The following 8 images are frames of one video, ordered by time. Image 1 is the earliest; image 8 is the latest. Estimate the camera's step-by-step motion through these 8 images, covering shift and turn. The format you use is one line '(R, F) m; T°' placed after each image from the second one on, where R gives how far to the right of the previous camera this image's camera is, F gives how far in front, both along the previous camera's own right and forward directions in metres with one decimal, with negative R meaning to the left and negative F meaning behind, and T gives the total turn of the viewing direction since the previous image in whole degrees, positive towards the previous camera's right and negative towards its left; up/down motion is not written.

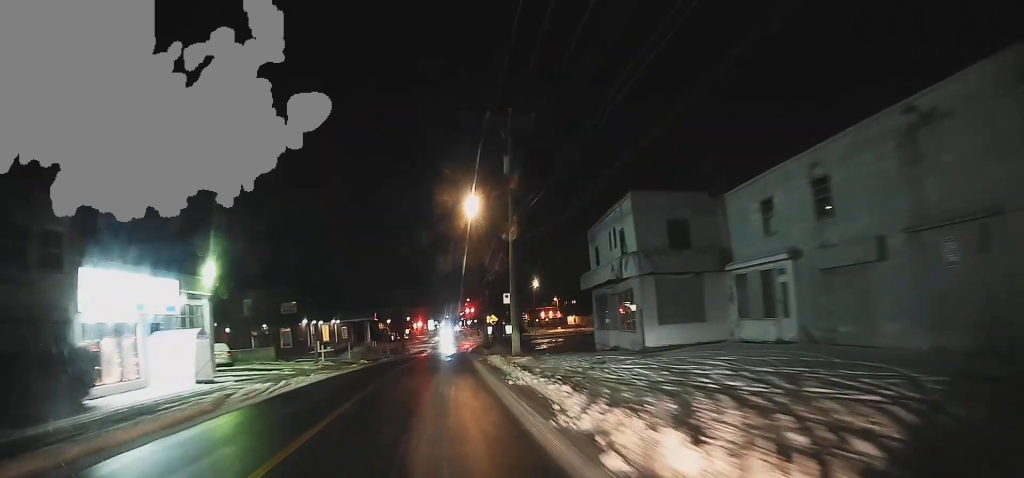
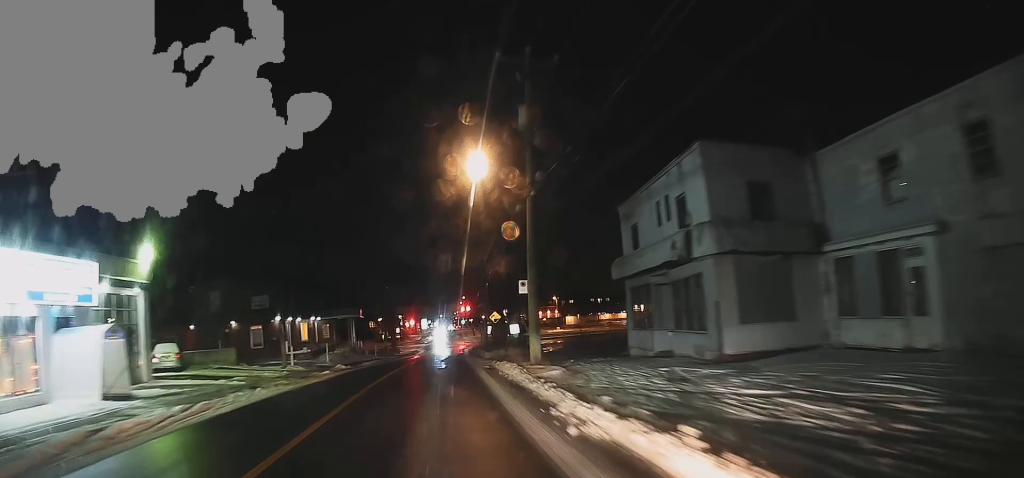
(-0.1, +6.7) m; 0°
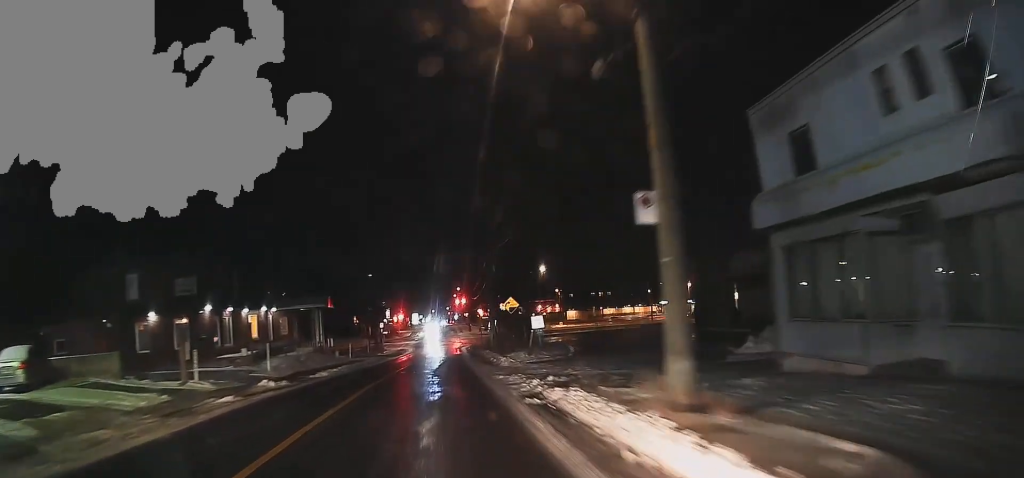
(+0.2, +11.9) m; +1°
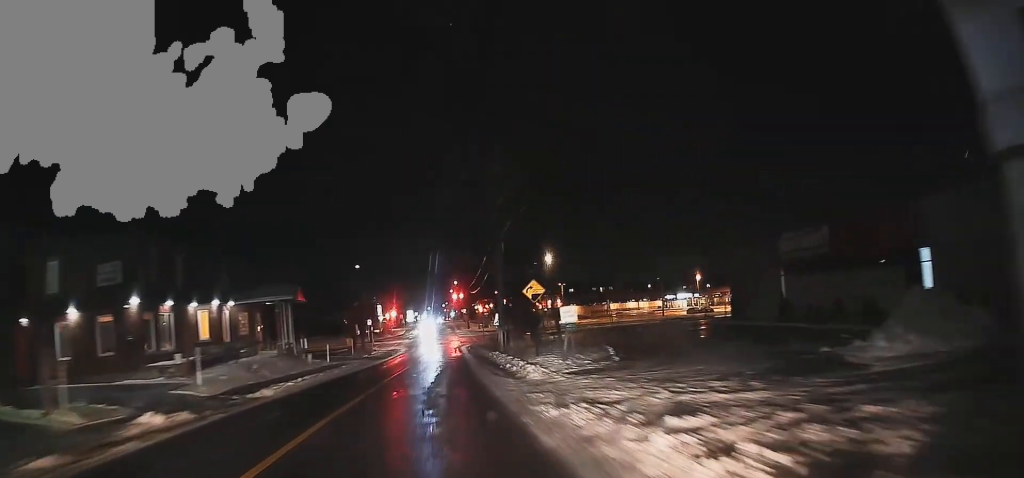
(0.0, +7.8) m; +1°
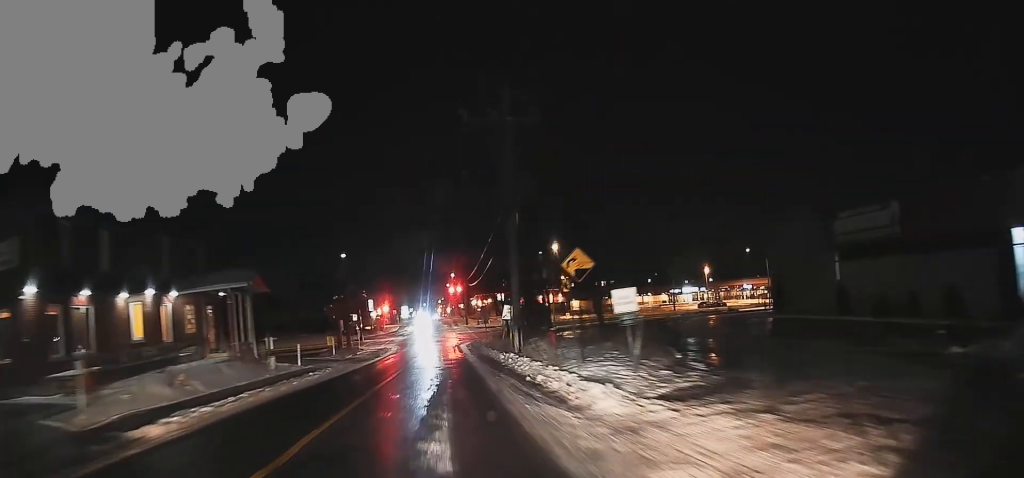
(+0.1, +7.1) m; +1°
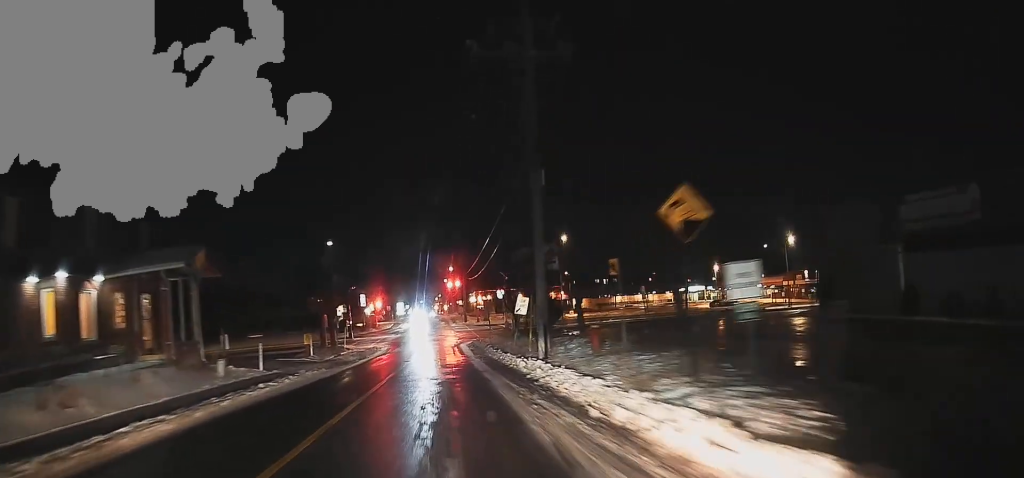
(+0.1, +6.2) m; 0°
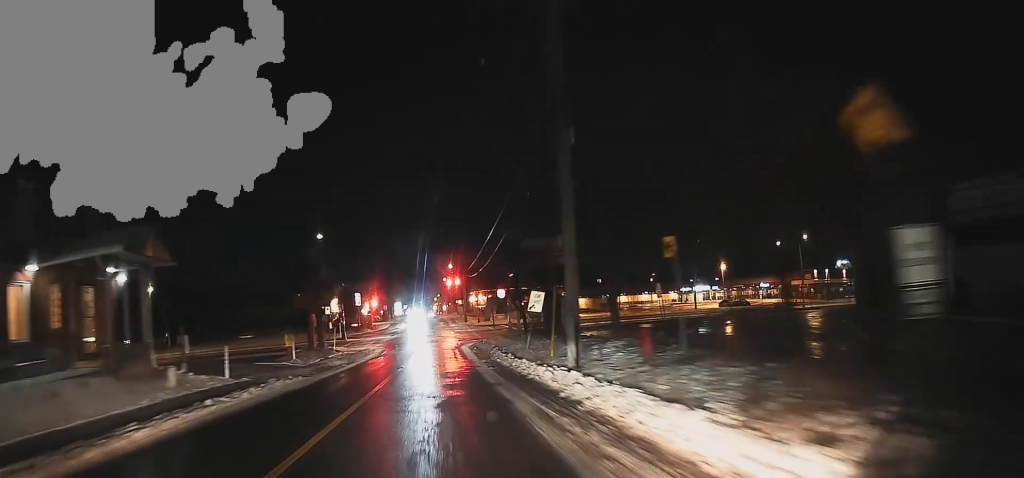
(0.0, +4.1) m; -2°
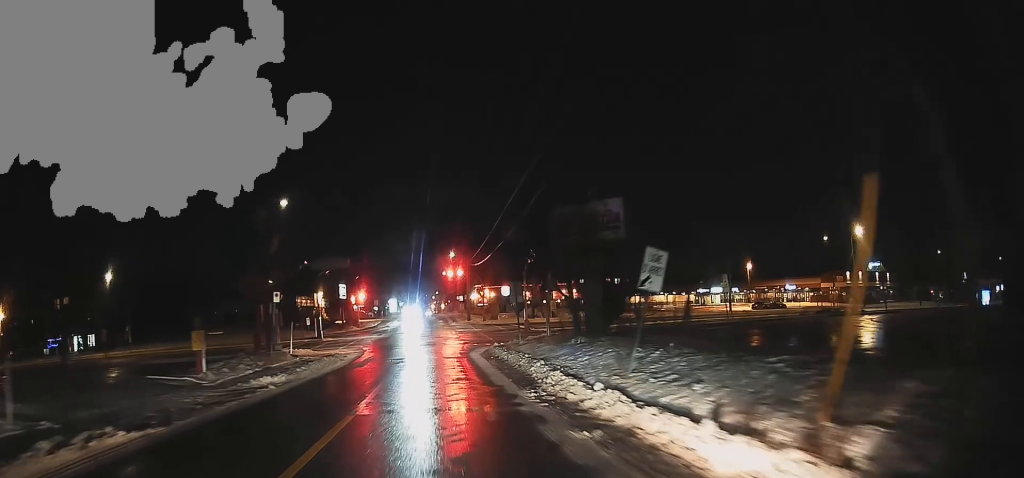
(-0.4, +12.9) m; 0°
